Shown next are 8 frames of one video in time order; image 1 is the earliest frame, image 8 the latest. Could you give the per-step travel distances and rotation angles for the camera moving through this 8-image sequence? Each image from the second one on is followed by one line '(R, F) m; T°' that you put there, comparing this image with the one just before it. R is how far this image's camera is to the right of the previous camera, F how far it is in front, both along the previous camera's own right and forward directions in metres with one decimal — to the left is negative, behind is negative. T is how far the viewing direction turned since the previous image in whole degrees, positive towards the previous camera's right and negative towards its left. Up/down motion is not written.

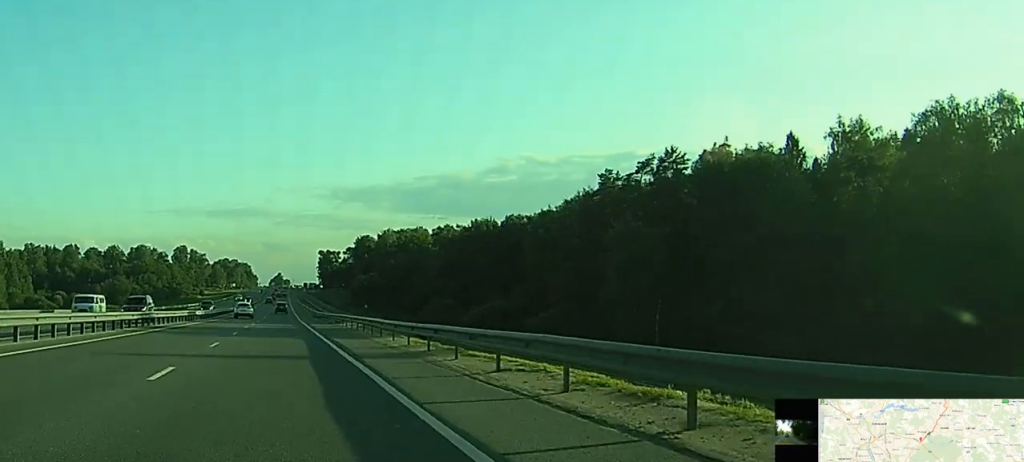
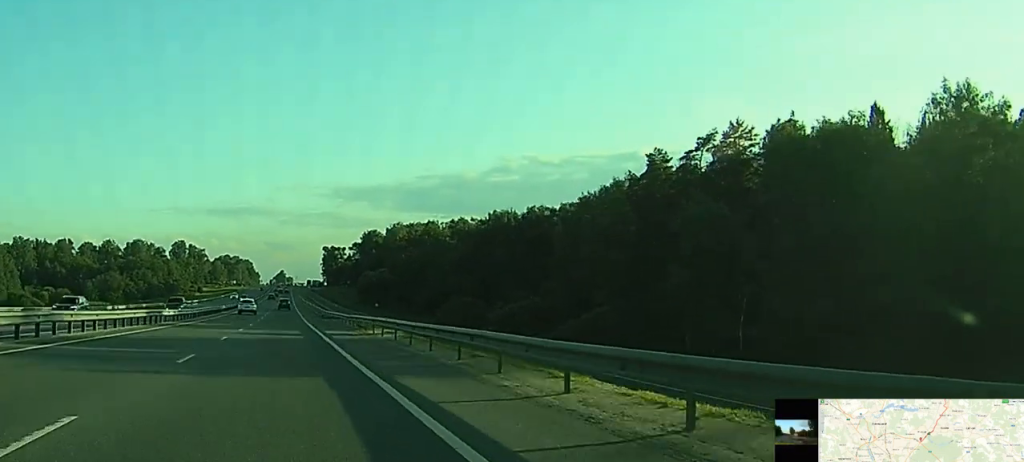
(-0.6, +19.9) m; -1°
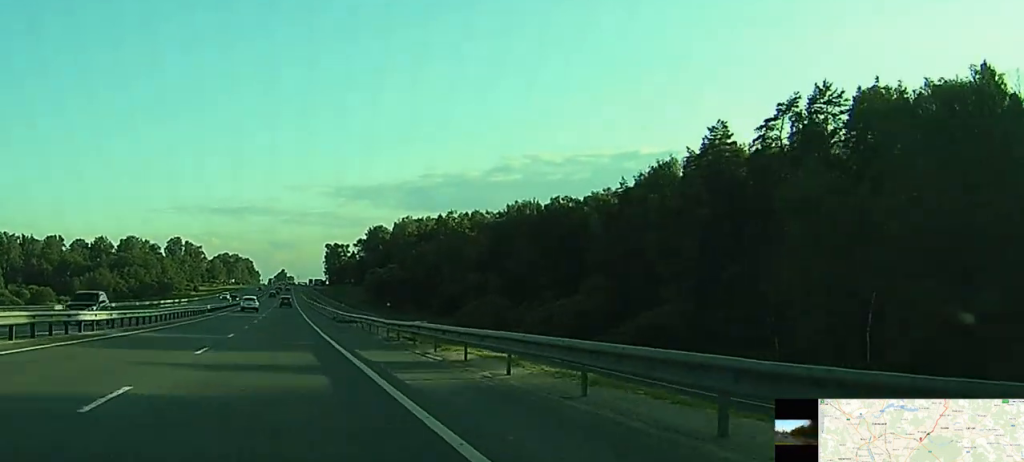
(0.0, +21.0) m; 0°
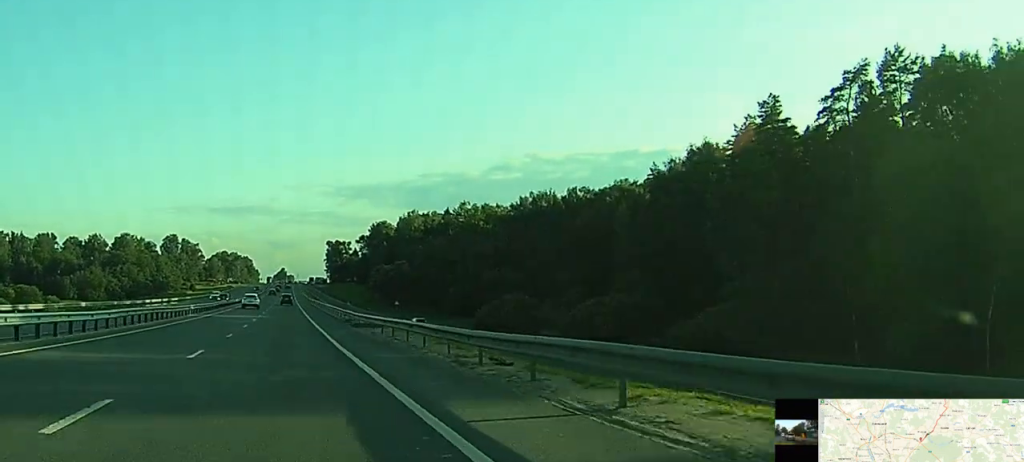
(+0.1, +13.4) m; 0°
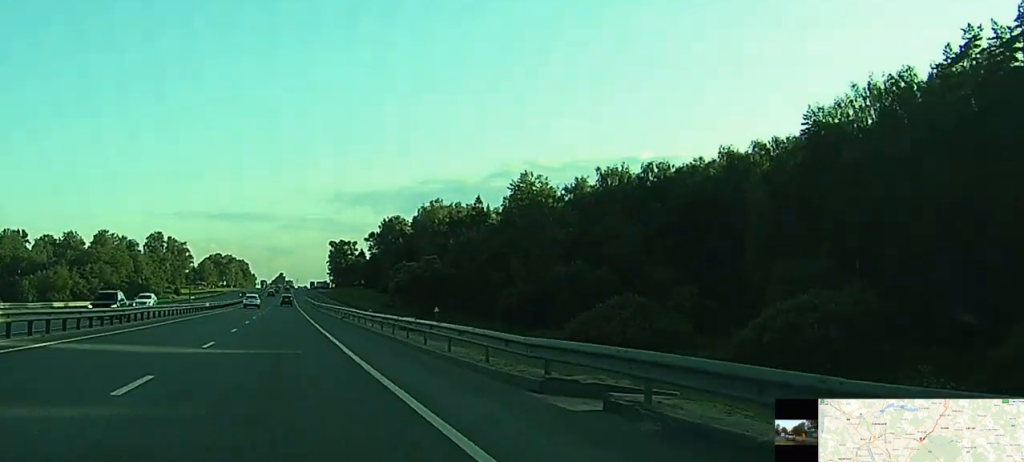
(-0.1, +44.9) m; 0°
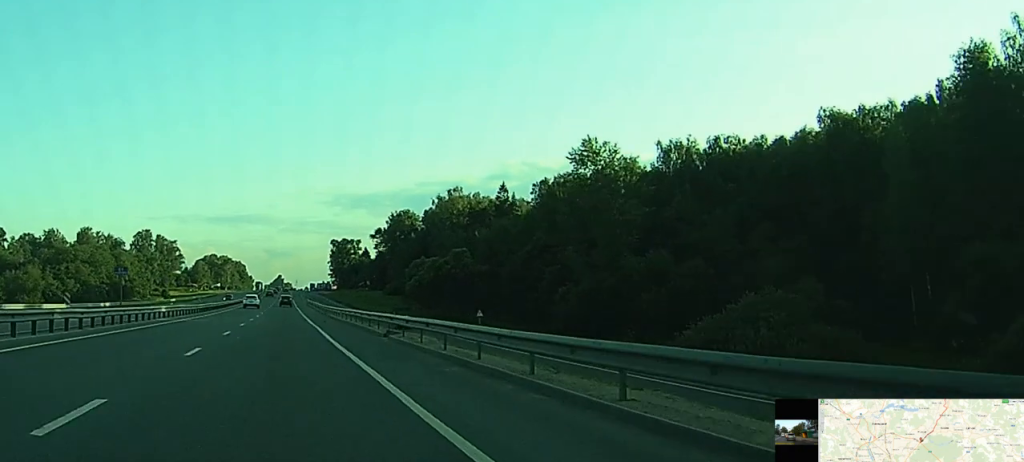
(0.0, +27.5) m; 0°
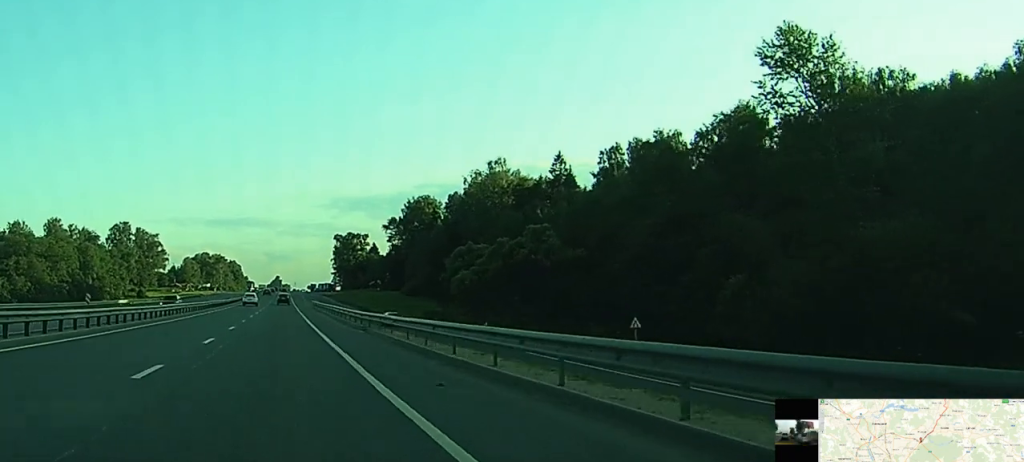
(0.0, +42.4) m; 0°
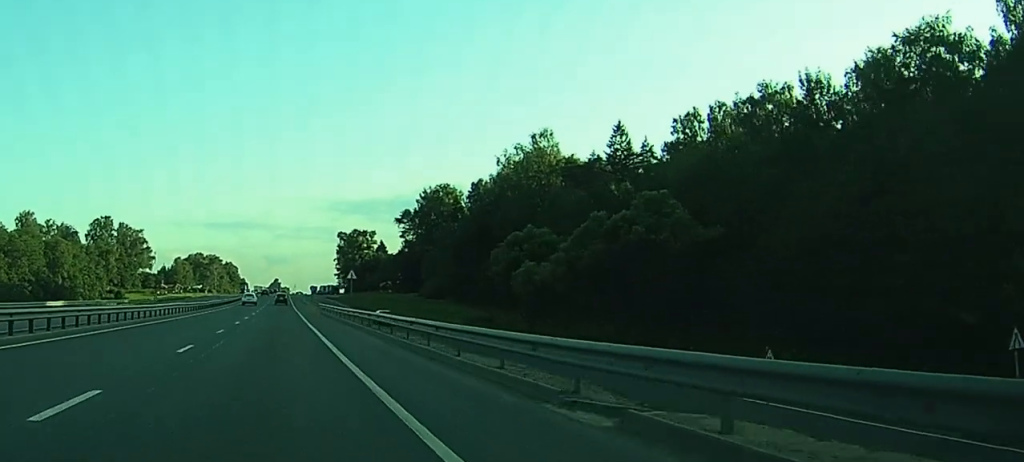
(+0.1, +29.5) m; 0°
